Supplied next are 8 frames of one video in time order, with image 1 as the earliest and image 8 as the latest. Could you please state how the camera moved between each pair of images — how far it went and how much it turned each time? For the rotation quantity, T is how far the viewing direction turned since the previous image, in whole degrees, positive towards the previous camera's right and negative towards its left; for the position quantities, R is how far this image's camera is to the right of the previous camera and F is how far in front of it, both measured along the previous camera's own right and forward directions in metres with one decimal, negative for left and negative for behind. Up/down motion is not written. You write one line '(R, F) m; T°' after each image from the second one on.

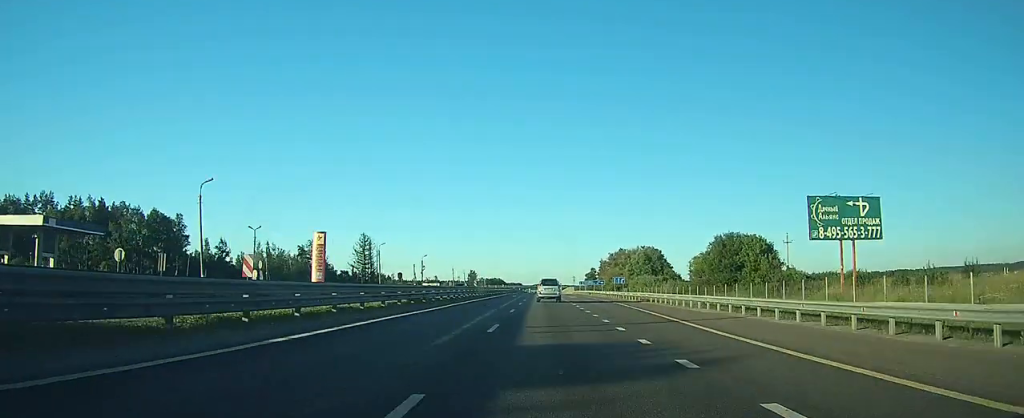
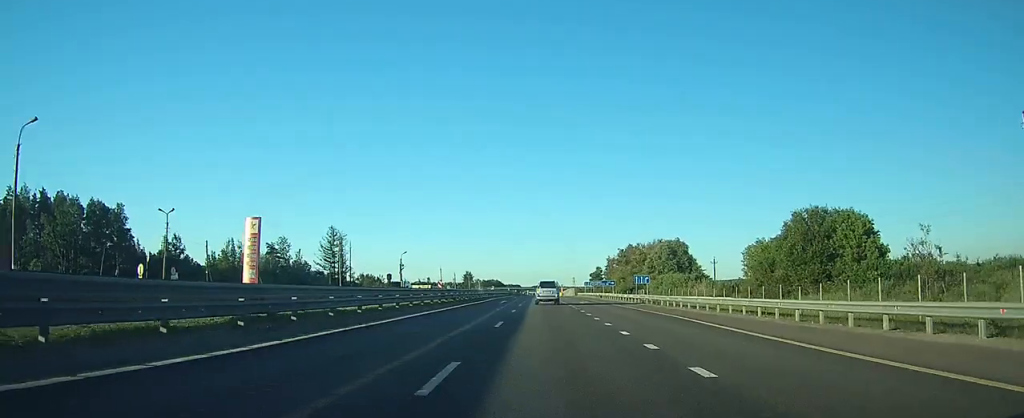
(+0.1, +21.0) m; 0°
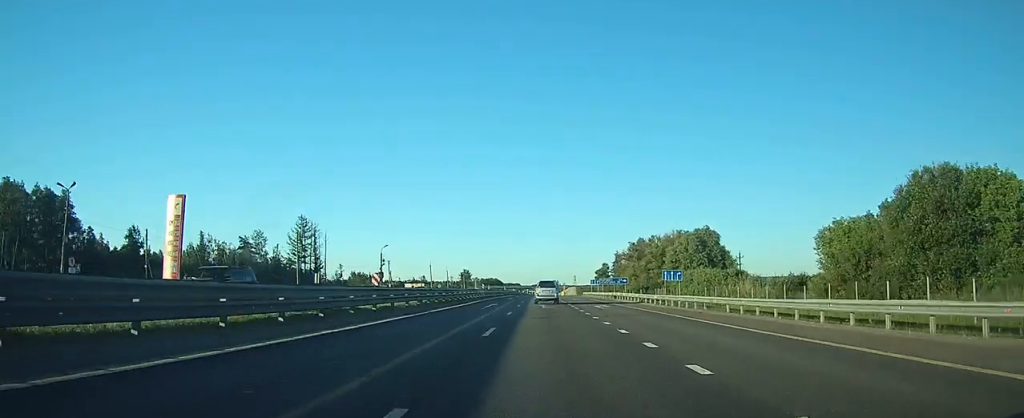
(0.0, +15.8) m; 0°
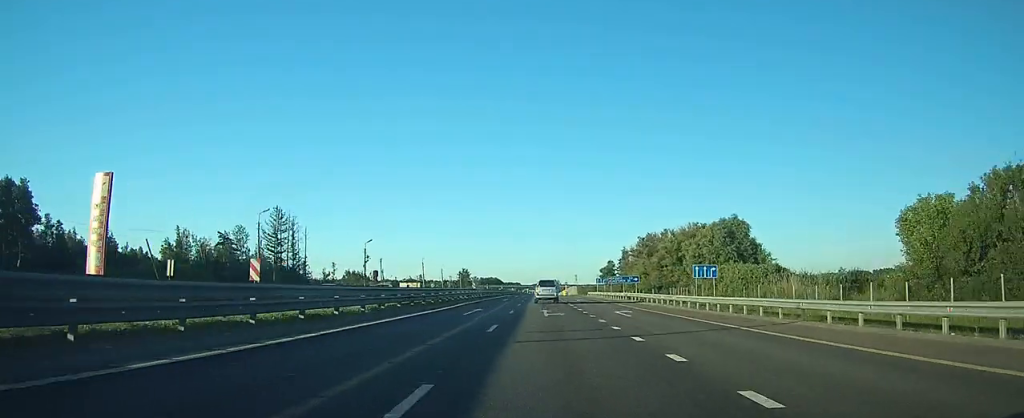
(0.0, +10.5) m; 0°
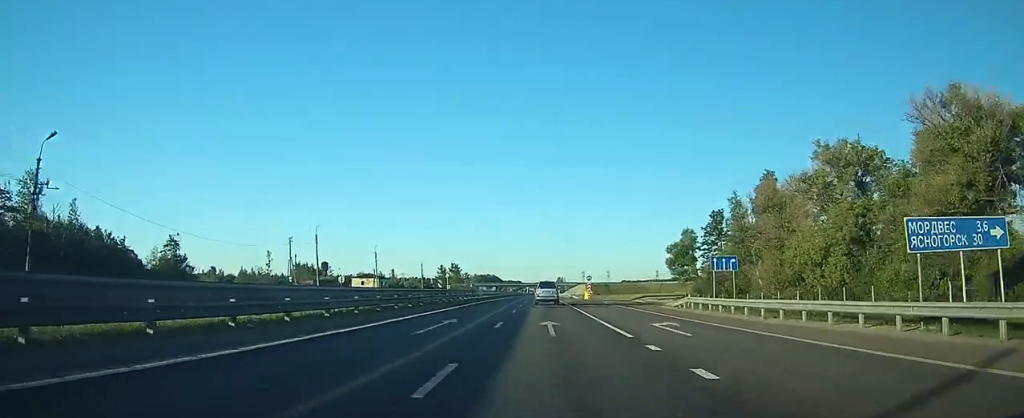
(+0.3, +69.7) m; 0°
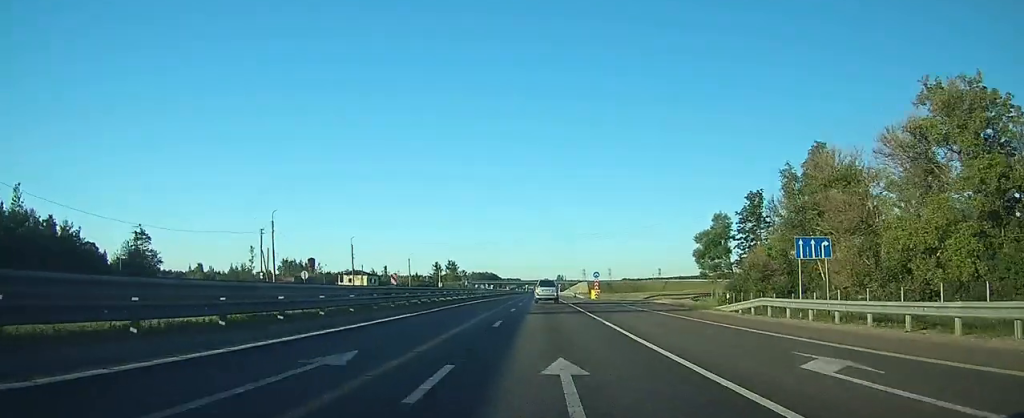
(0.0, +12.4) m; 0°
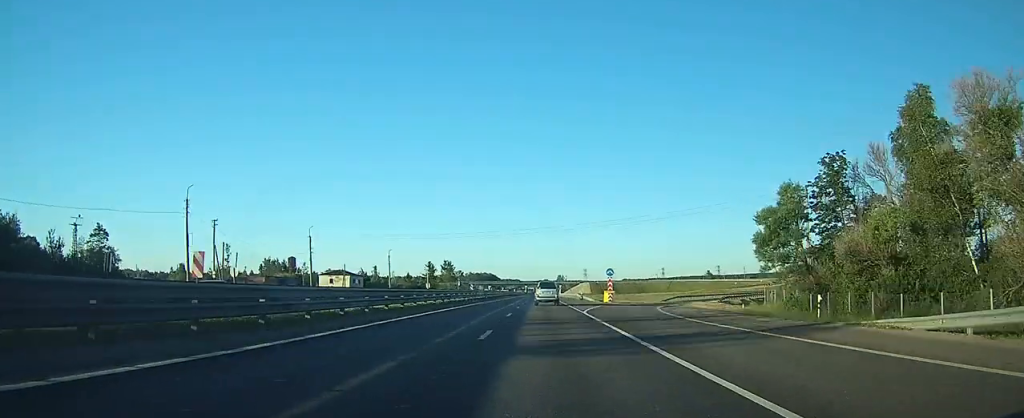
(0.0, +16.0) m; 0°
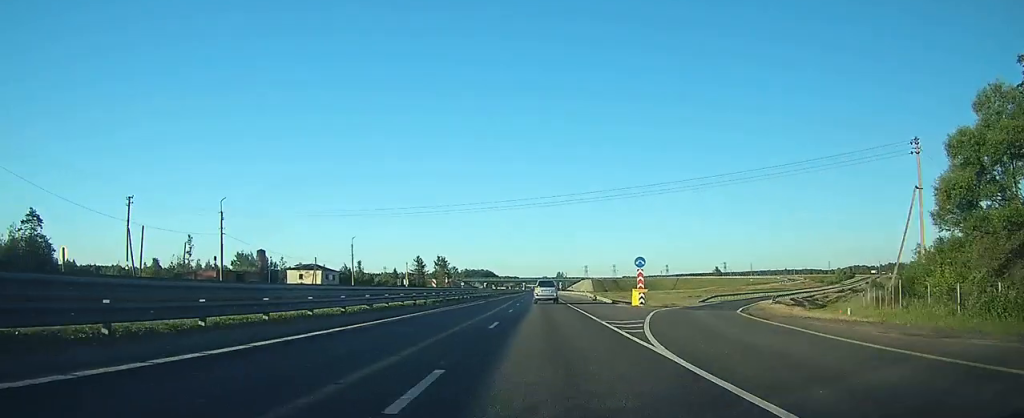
(-0.1, +20.5) m; 0°
